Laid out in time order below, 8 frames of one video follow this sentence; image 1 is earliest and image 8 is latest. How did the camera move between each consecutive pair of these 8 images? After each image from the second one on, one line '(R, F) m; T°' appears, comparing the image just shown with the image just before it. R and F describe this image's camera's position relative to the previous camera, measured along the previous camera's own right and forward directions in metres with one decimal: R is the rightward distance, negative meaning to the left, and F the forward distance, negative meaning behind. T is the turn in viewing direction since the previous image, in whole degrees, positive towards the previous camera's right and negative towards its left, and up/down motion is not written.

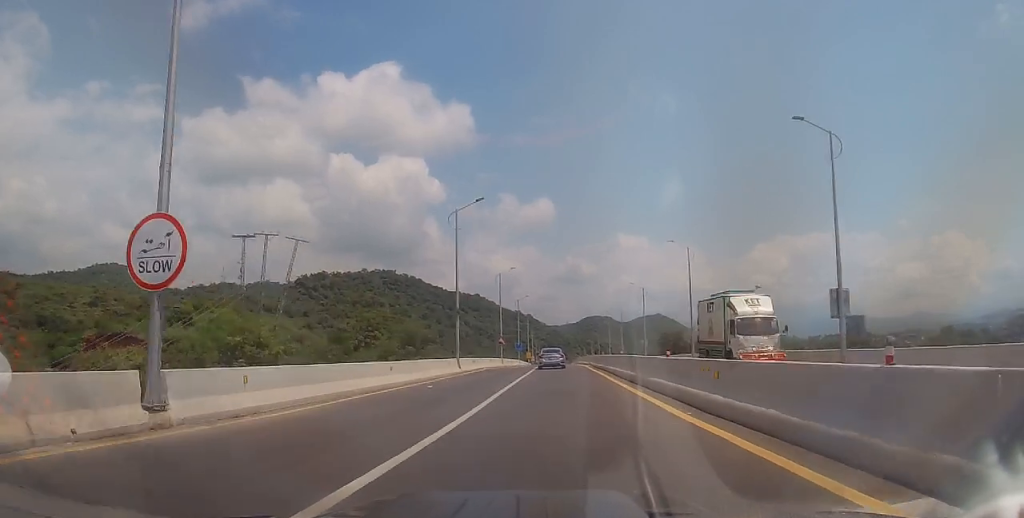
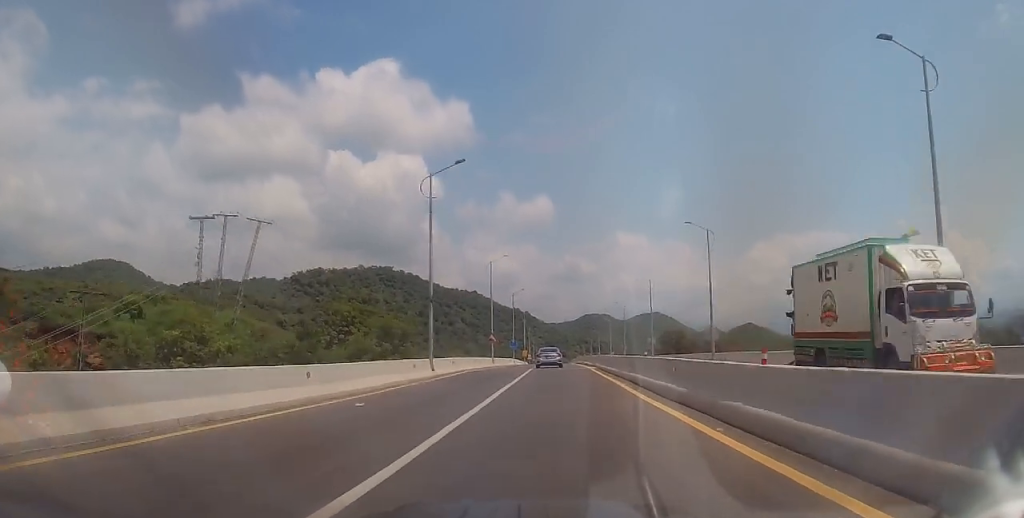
(-0.1, +7.7) m; -1°
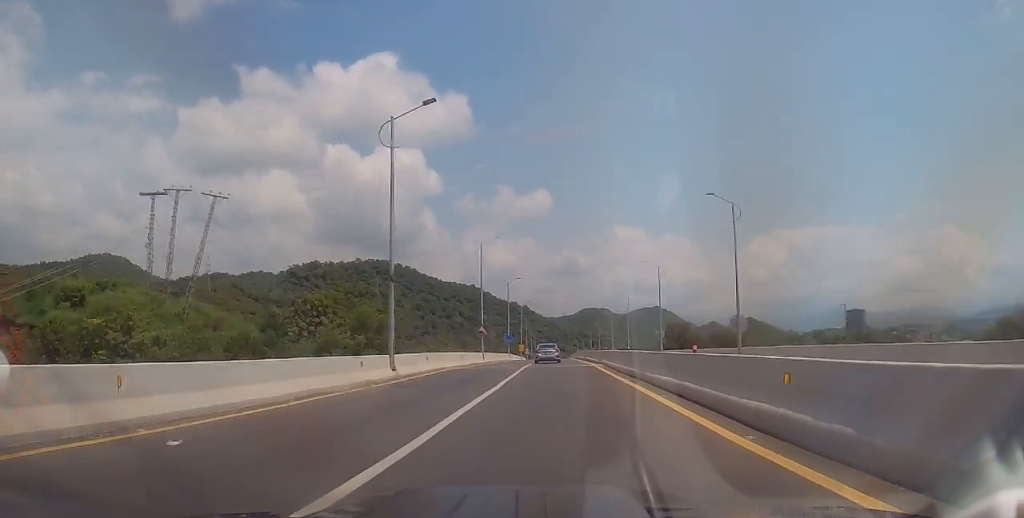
(0.0, +7.3) m; 0°
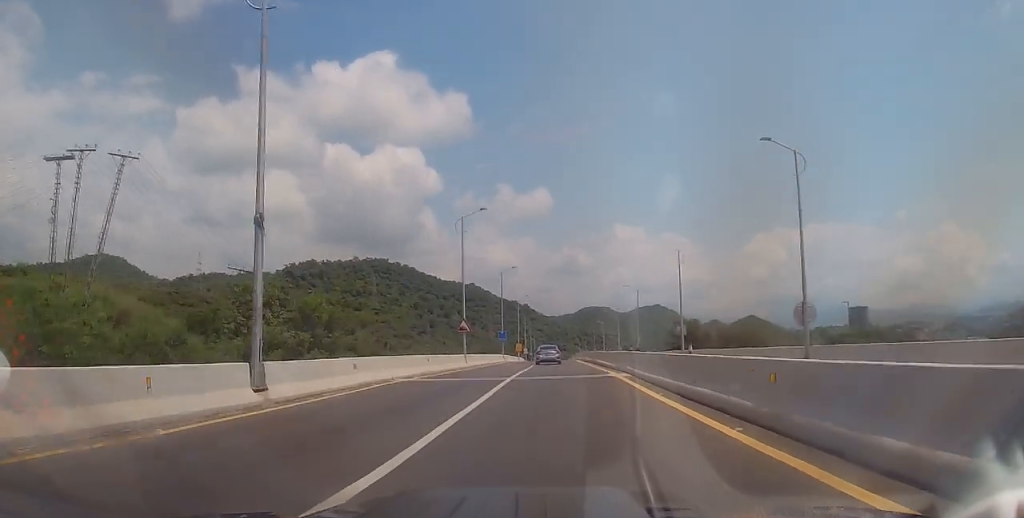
(0.0, +11.1) m; 0°
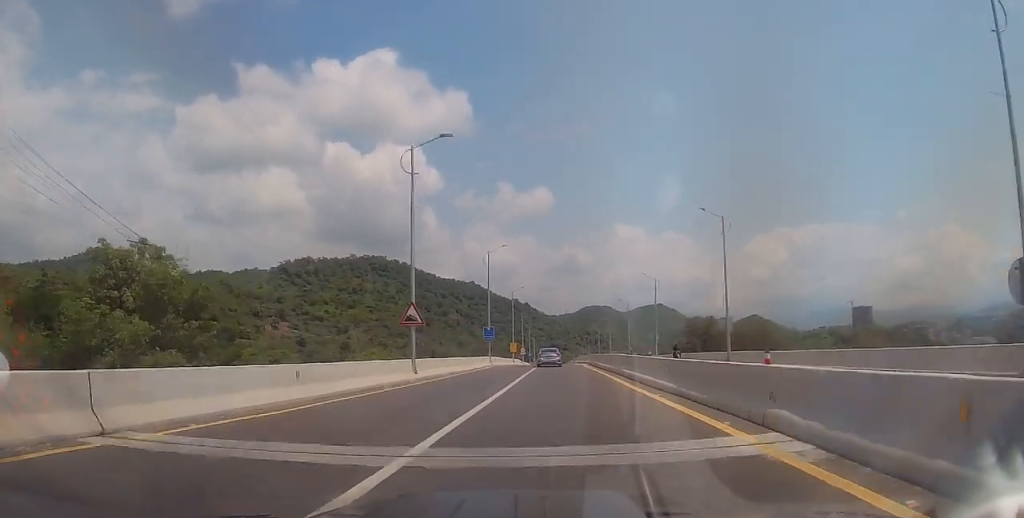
(+0.1, +15.5) m; +1°
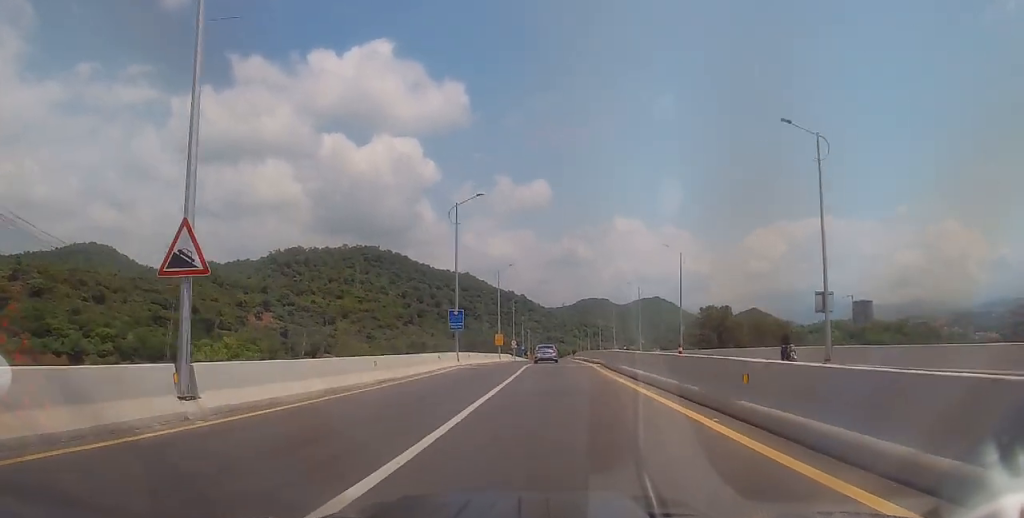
(+0.1, +16.8) m; -1°
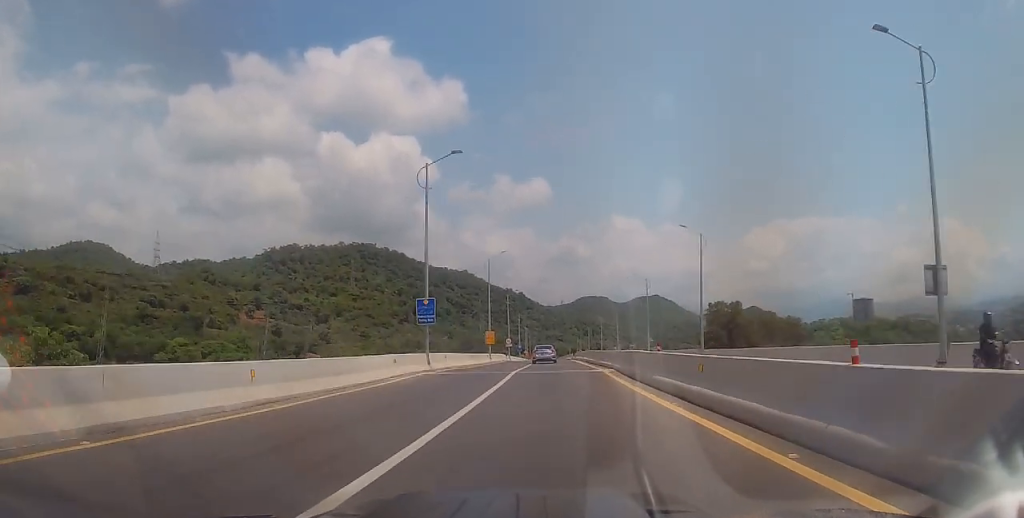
(-0.4, +8.8) m; 0°
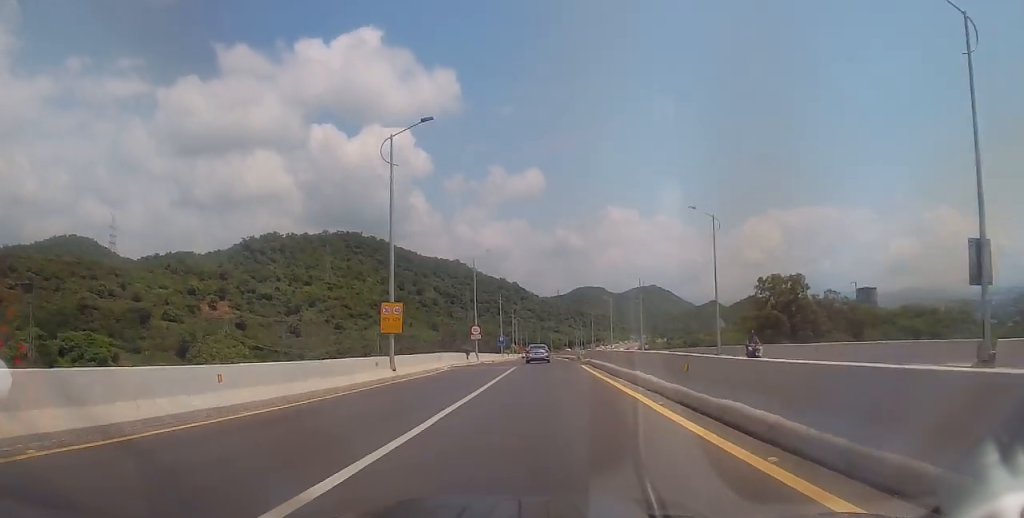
(+0.6, +35.3) m; 0°
